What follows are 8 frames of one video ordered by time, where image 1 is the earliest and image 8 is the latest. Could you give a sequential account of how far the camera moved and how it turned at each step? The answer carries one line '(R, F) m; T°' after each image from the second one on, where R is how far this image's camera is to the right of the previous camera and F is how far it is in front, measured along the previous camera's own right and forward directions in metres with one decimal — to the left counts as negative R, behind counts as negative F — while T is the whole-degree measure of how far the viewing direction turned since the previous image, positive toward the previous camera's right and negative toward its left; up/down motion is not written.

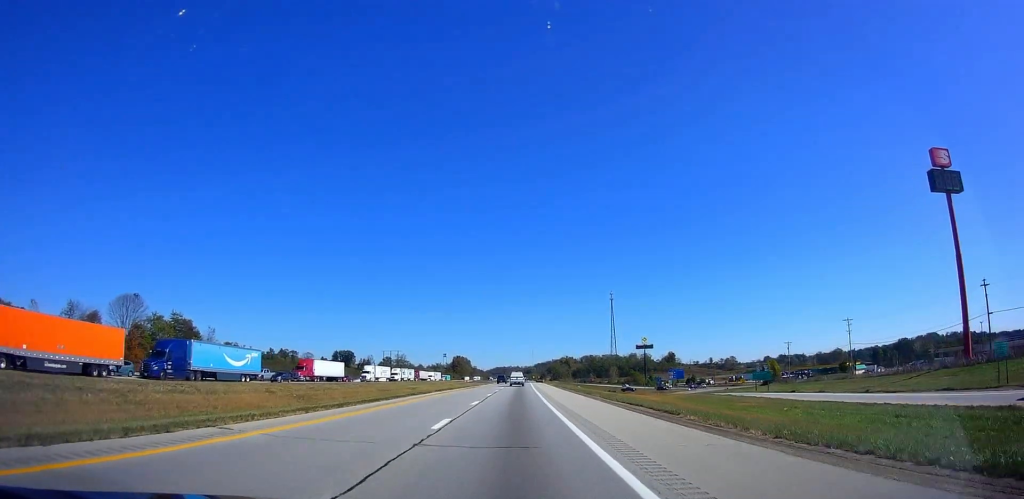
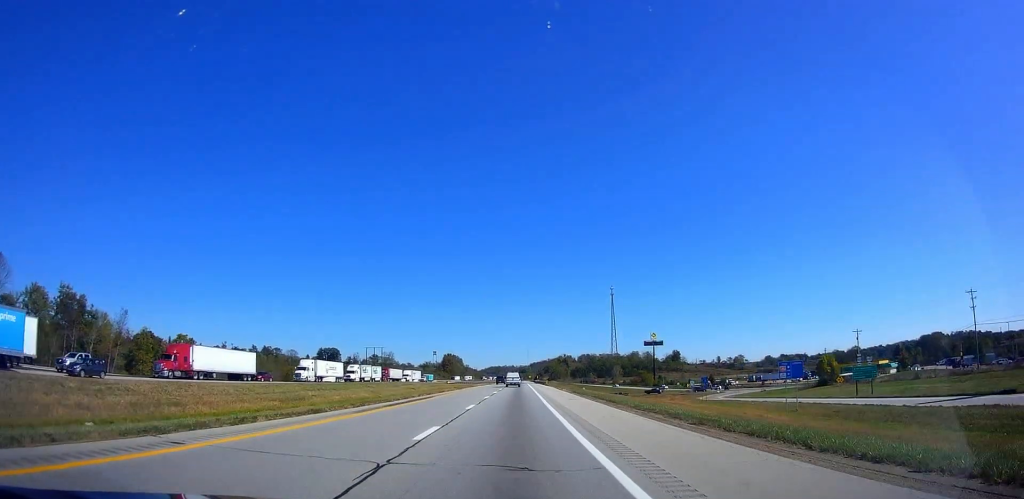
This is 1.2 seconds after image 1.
(0.0, +39.0) m; 0°
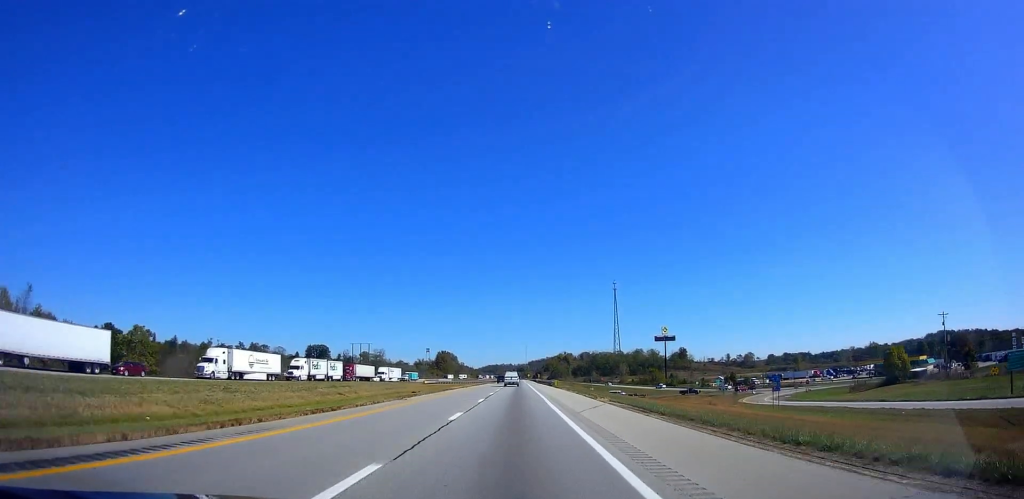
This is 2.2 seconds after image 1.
(0.0, +30.6) m; 0°
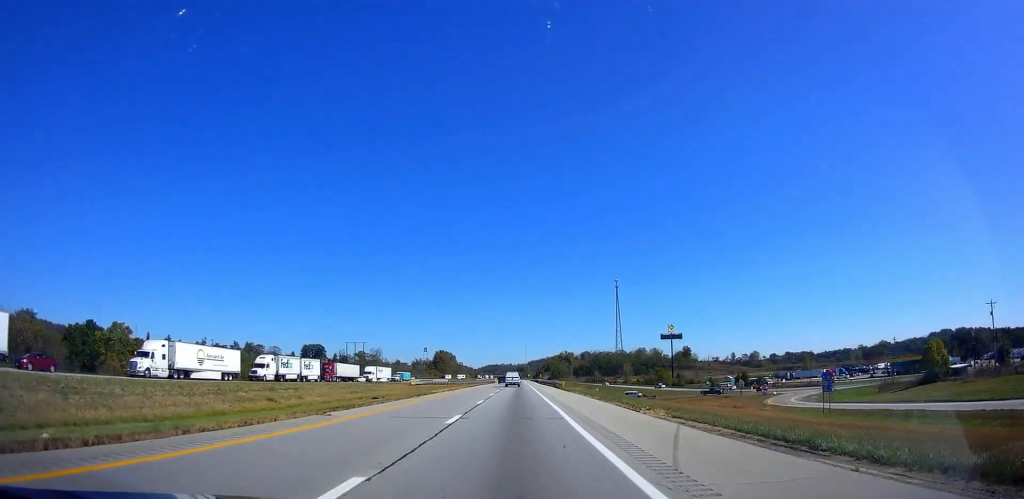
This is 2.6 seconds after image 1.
(0.0, +13.7) m; 0°
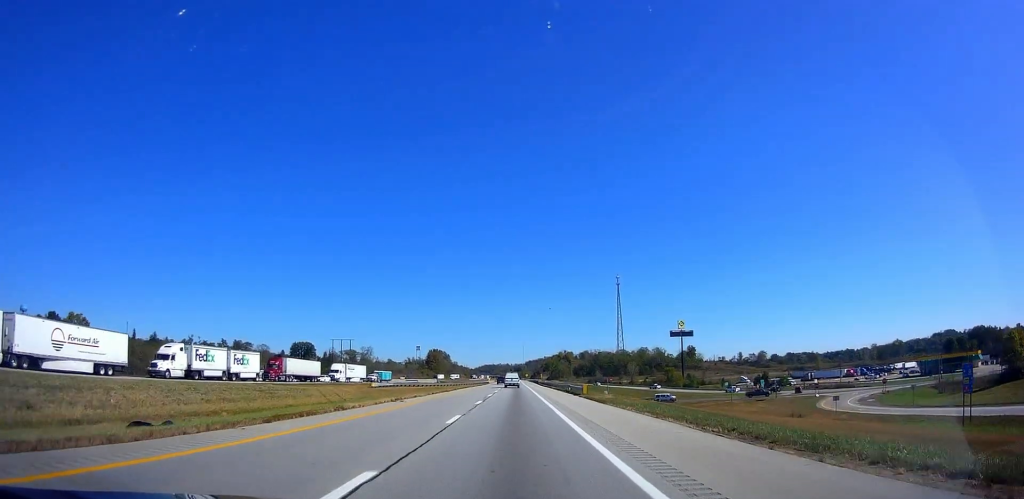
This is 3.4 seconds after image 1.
(0.0, +24.2) m; 0°
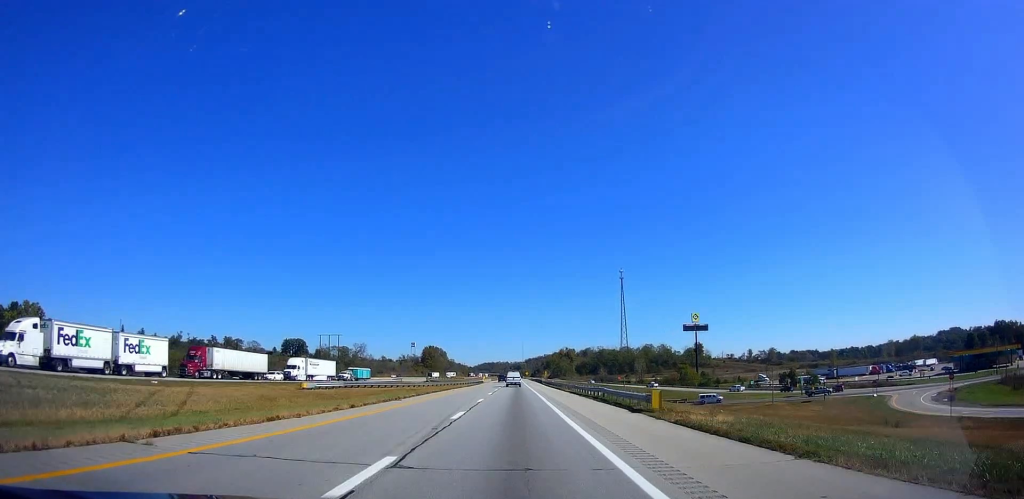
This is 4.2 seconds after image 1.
(-0.1, +23.1) m; 0°
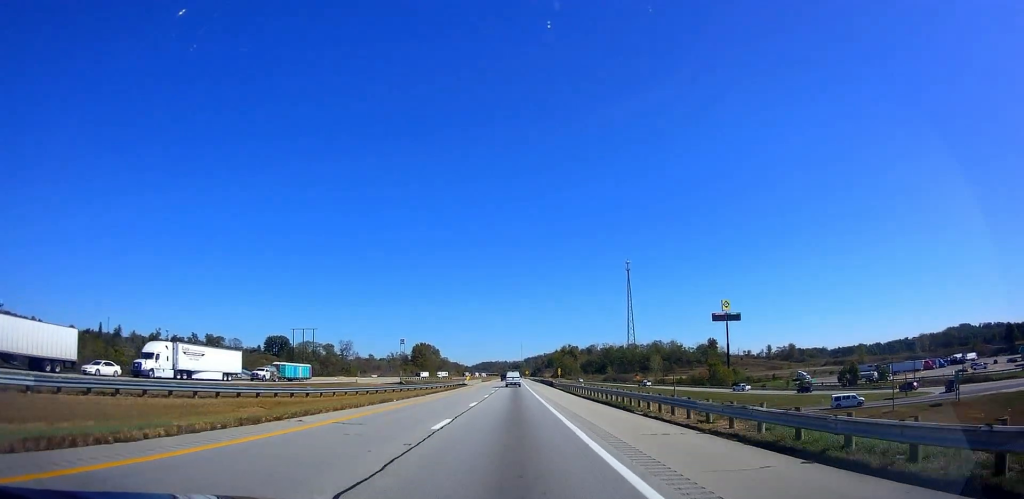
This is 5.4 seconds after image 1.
(0.0, +40.0) m; 0°
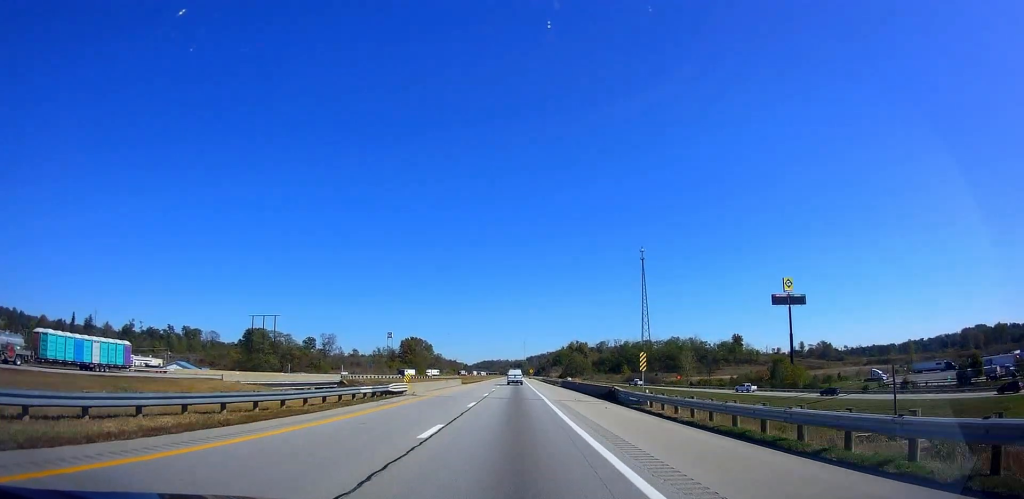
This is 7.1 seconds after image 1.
(-0.1, +51.5) m; 0°
